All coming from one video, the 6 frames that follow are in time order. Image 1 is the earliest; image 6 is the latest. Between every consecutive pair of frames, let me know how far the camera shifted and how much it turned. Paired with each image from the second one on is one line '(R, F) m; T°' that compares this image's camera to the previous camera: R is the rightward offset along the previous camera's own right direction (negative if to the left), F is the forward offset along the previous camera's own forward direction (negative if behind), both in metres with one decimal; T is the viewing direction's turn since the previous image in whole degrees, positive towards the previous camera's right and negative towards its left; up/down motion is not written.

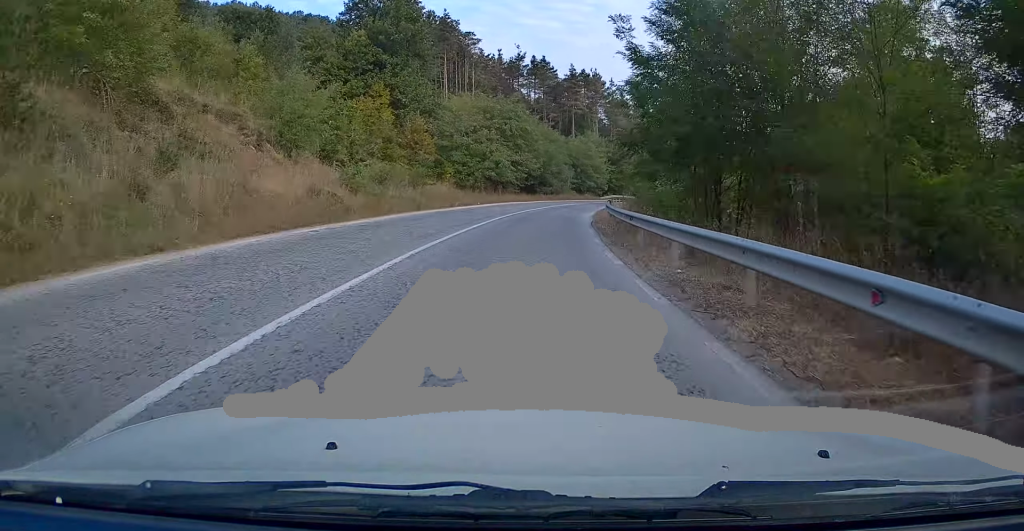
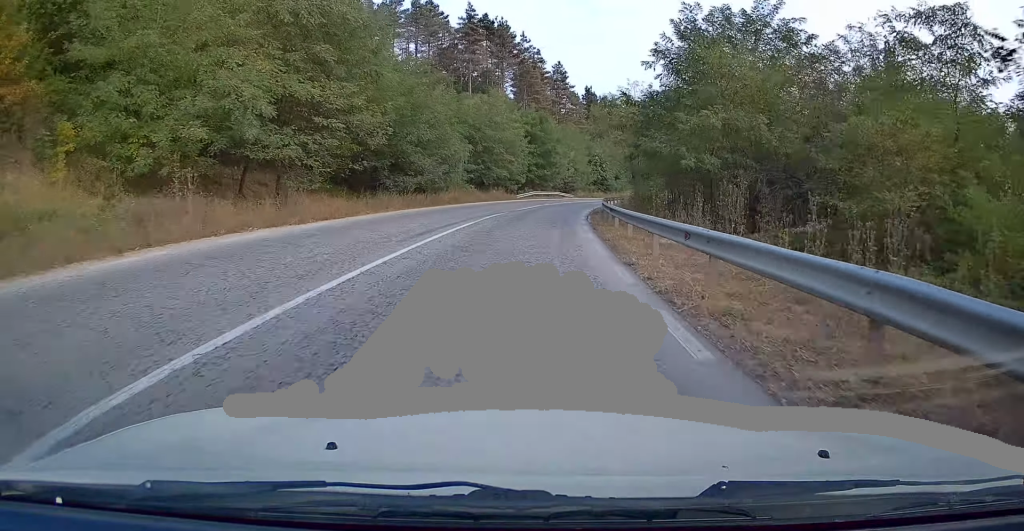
(+2.8, +43.0) m; +8°
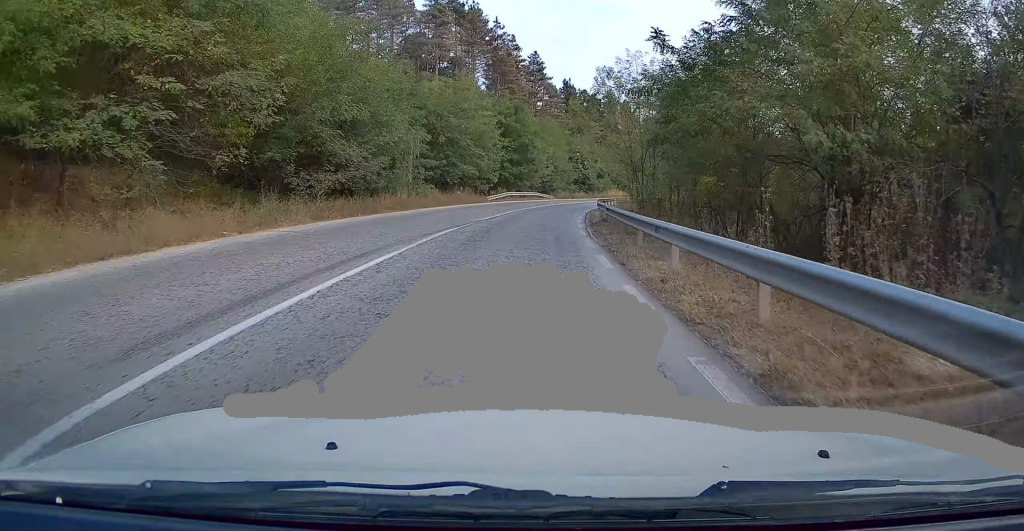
(+0.4, +10.3) m; +3°
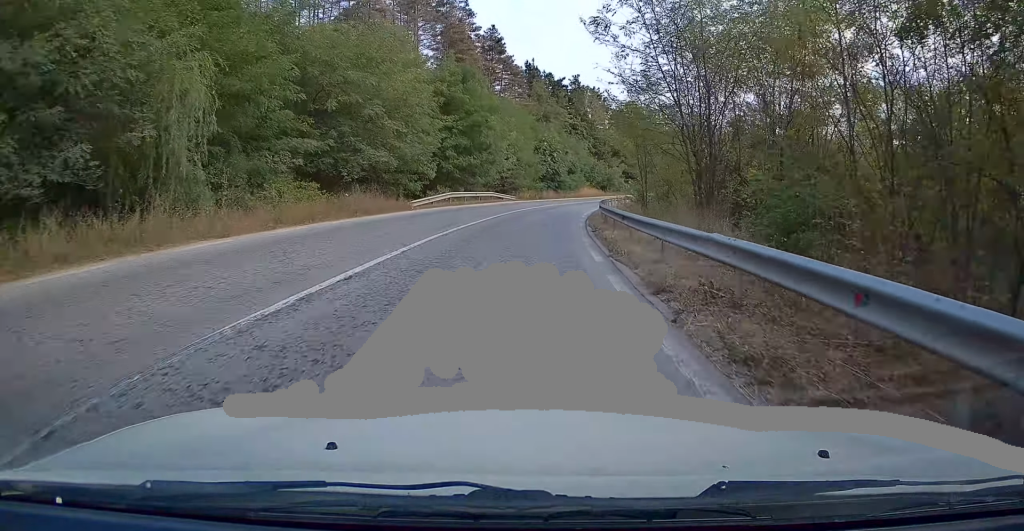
(+0.8, +19.0) m; +4°
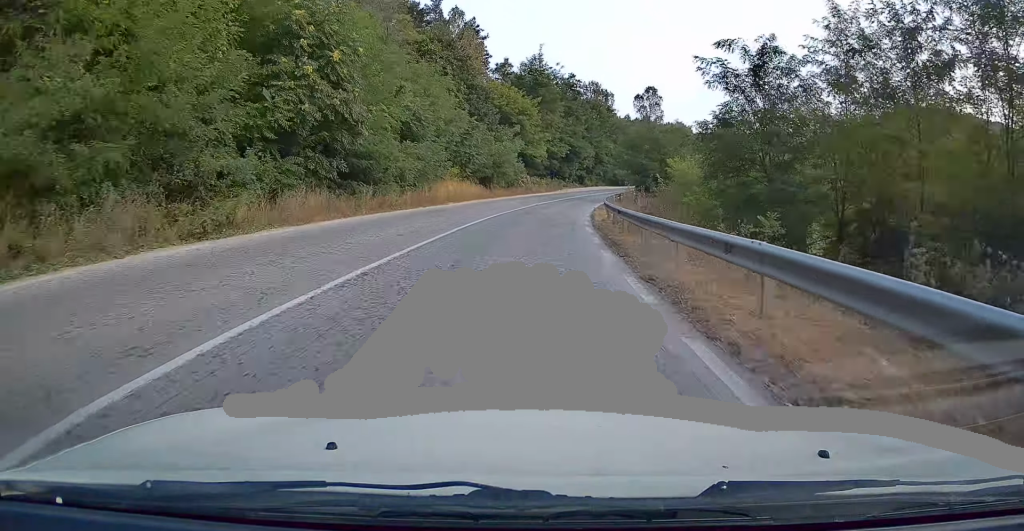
(+6.0, +56.6) m; +12°
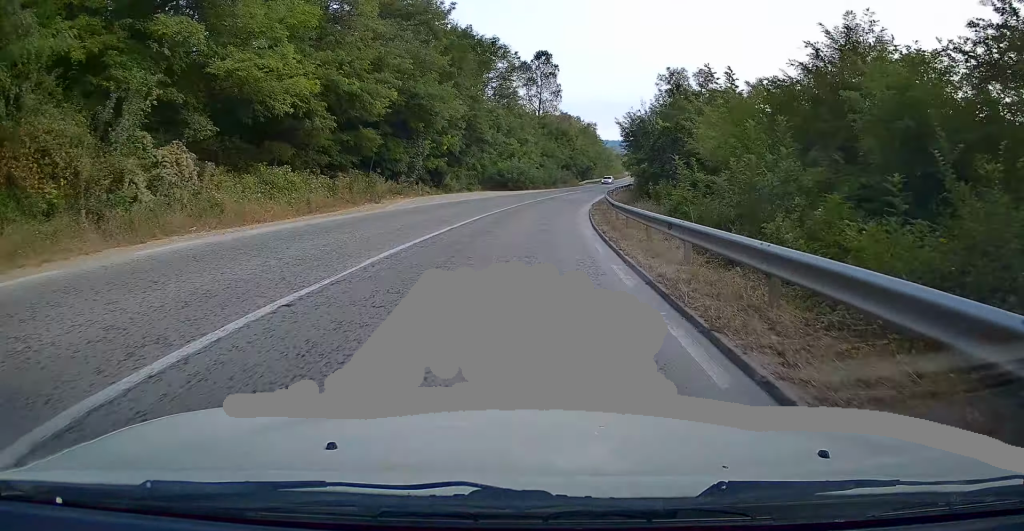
(+5.2, +56.1) m; +10°
